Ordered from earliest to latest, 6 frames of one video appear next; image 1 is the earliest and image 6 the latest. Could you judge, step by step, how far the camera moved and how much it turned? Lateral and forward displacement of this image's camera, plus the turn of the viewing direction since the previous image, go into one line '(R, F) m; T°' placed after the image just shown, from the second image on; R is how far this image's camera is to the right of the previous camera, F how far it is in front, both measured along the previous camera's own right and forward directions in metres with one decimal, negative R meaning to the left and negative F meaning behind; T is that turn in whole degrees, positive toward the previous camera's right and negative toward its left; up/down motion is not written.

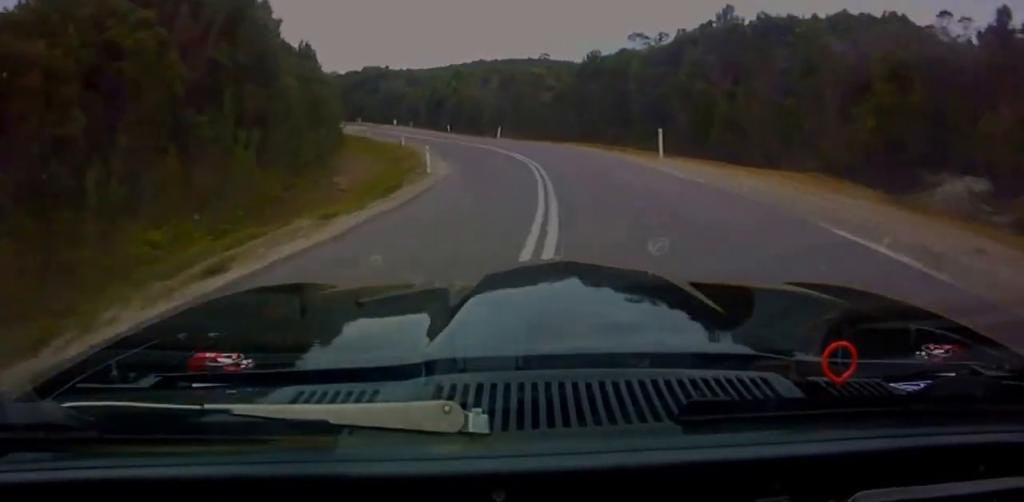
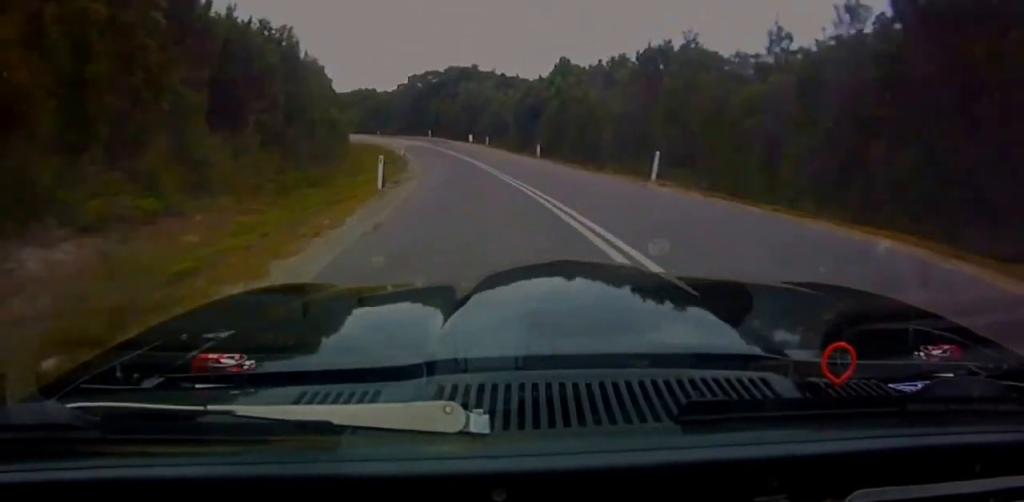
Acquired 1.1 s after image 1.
(-3.1, +36.9) m; -11°
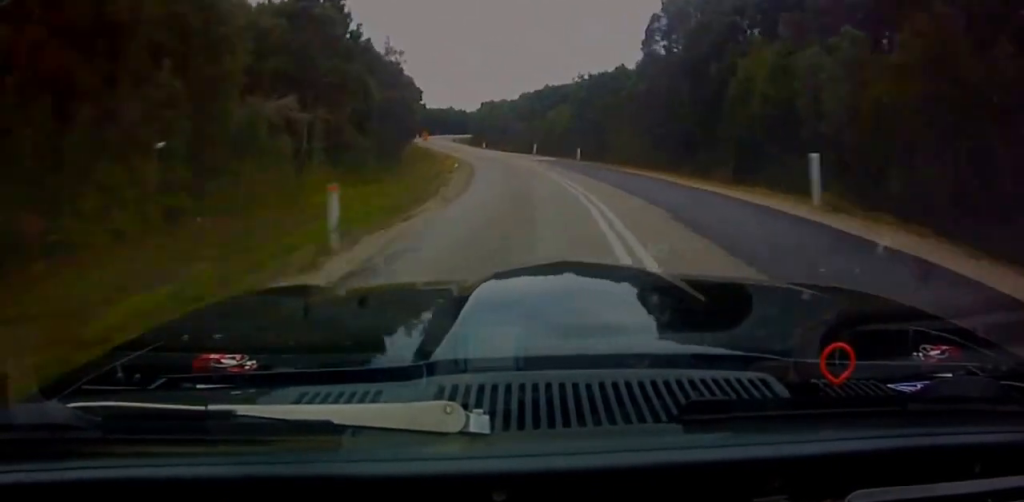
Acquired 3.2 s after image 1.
(-15.1, +80.2) m; -20°
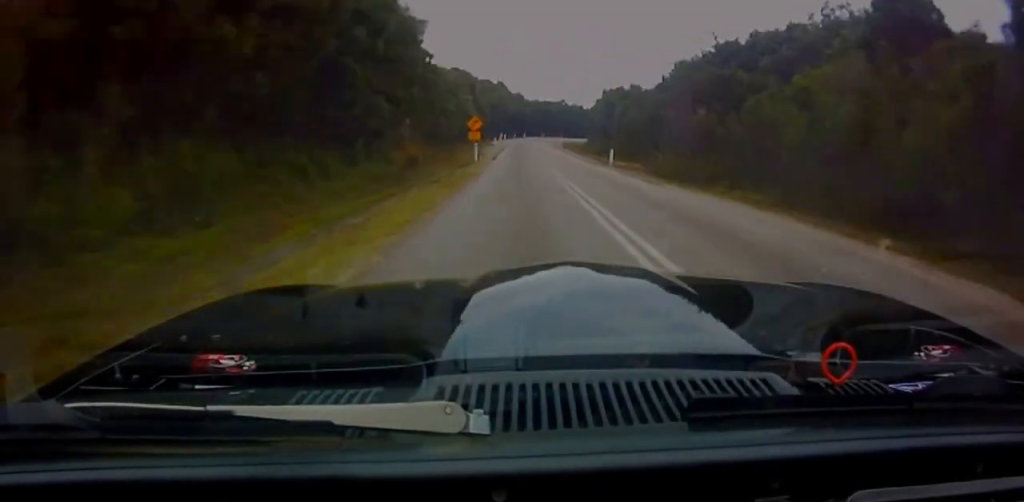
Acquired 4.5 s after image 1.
(-4.3, +55.9) m; -6°
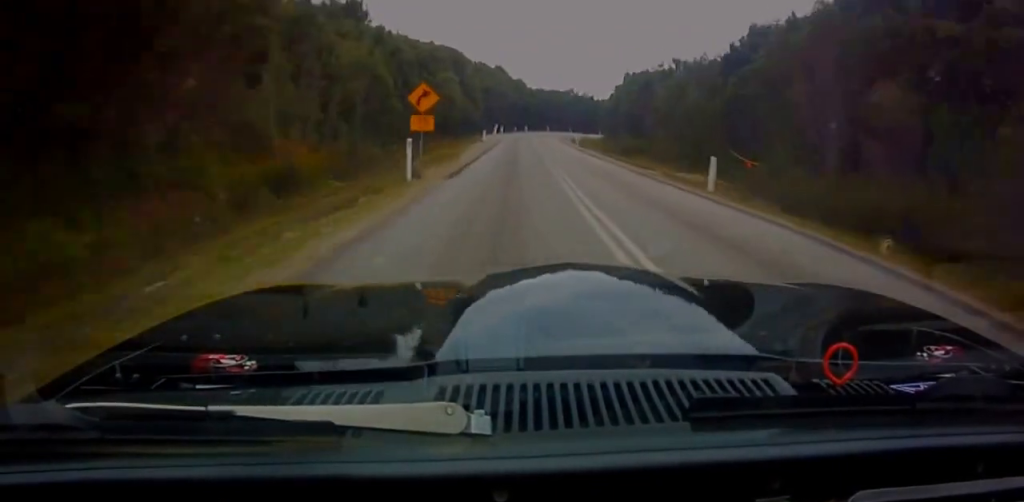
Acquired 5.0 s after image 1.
(-0.2, +19.9) m; 0°
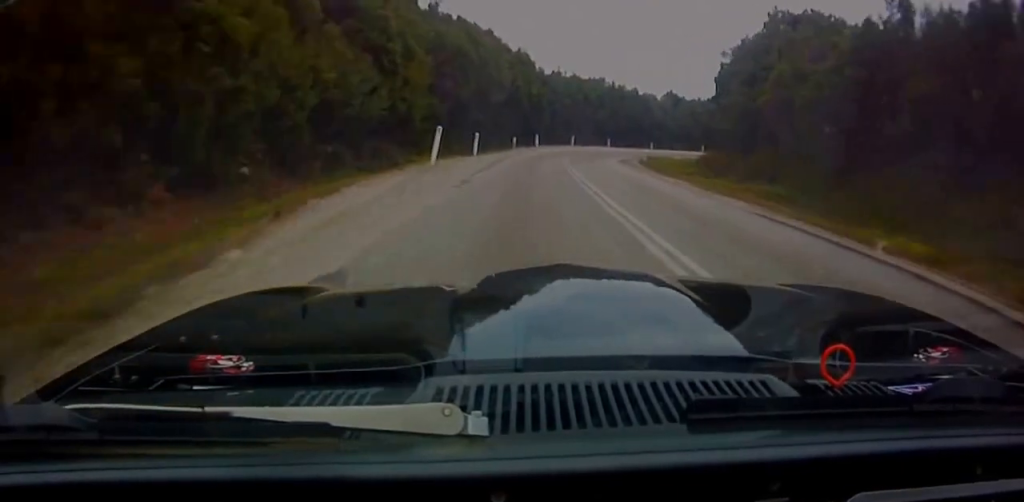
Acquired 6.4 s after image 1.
(+0.7, +50.2) m; +6°
